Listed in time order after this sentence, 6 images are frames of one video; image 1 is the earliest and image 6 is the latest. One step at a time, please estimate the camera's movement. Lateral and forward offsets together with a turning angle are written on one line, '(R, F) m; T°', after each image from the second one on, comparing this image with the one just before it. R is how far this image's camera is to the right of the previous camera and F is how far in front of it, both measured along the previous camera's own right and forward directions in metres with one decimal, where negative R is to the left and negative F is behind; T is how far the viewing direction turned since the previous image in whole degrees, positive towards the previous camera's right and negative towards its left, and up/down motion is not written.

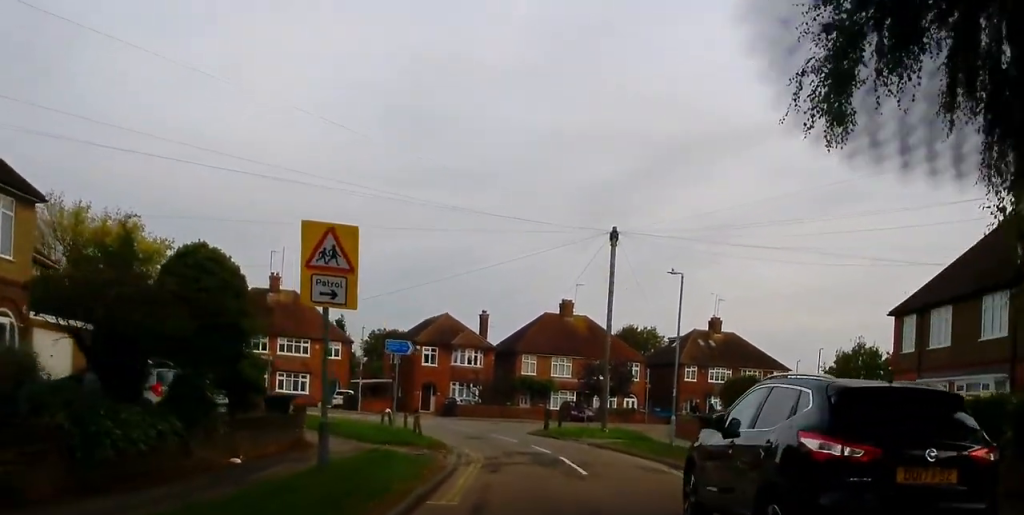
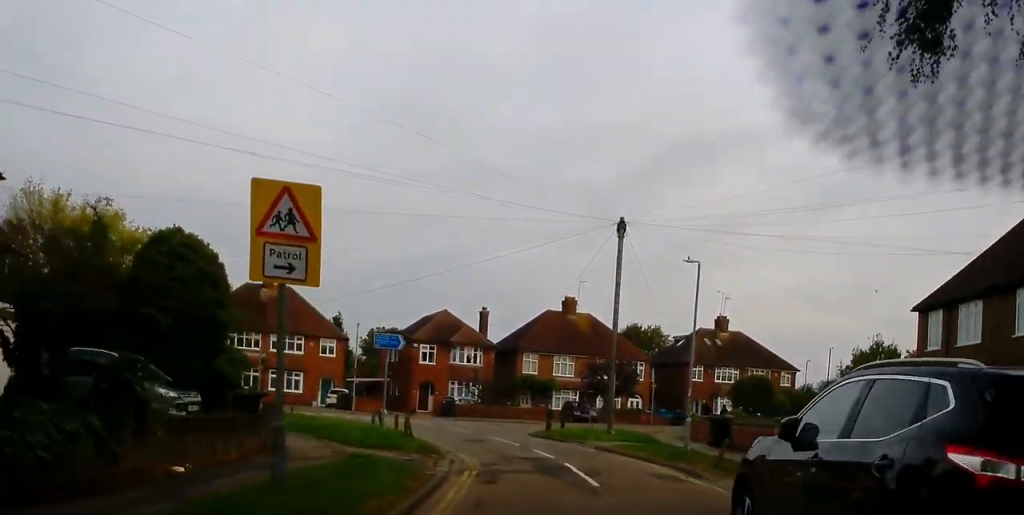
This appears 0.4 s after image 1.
(0.0, +1.9) m; 0°
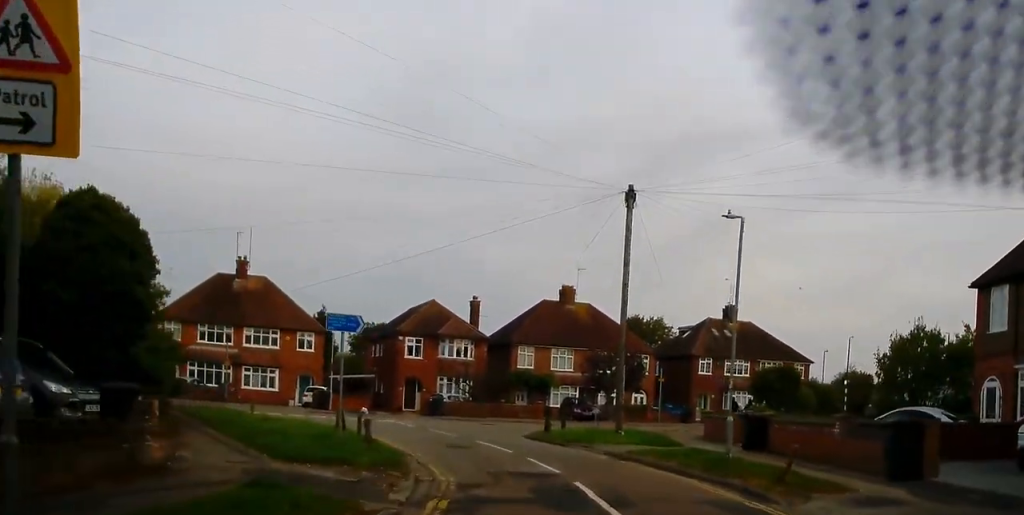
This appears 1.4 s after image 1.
(0.0, +4.6) m; 0°
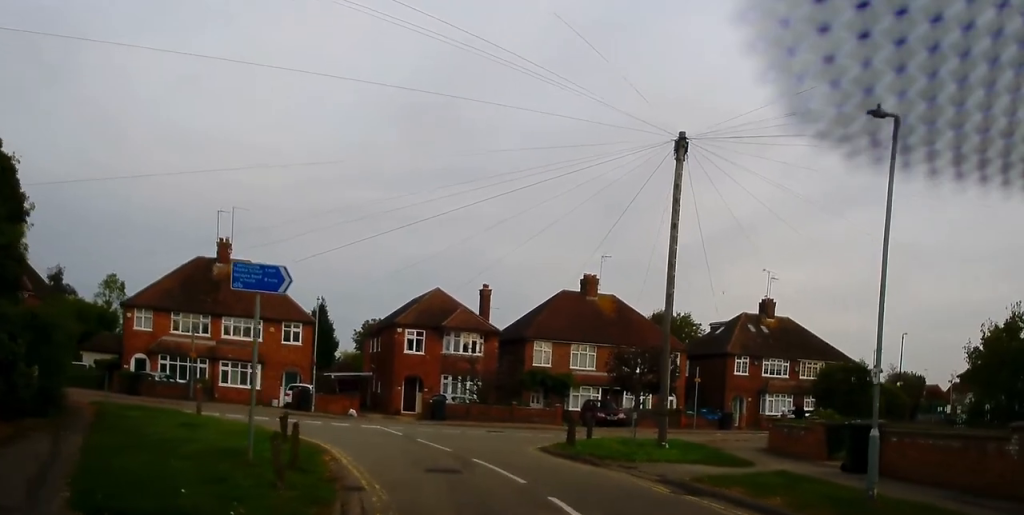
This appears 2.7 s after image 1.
(-0.2, +6.5) m; -4°
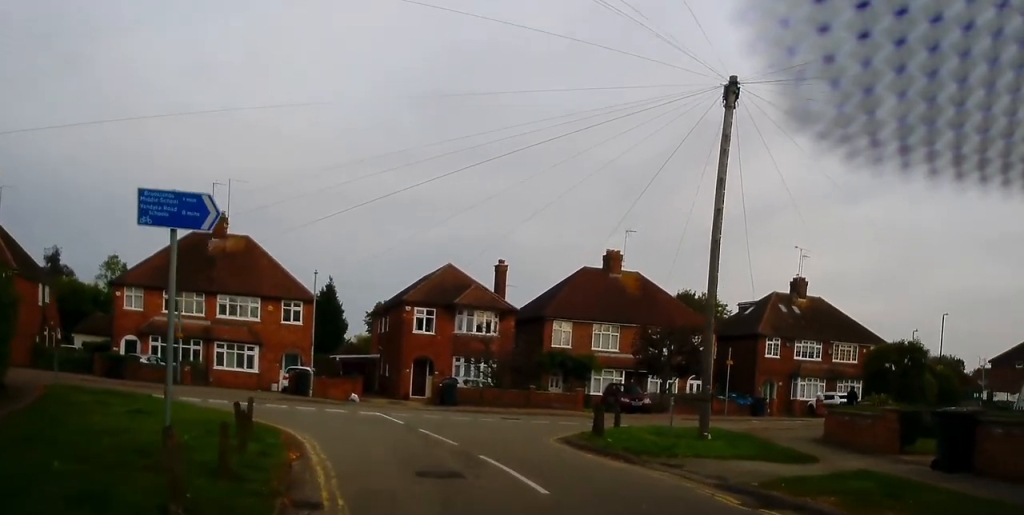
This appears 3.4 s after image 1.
(-0.1, +3.2) m; -1°
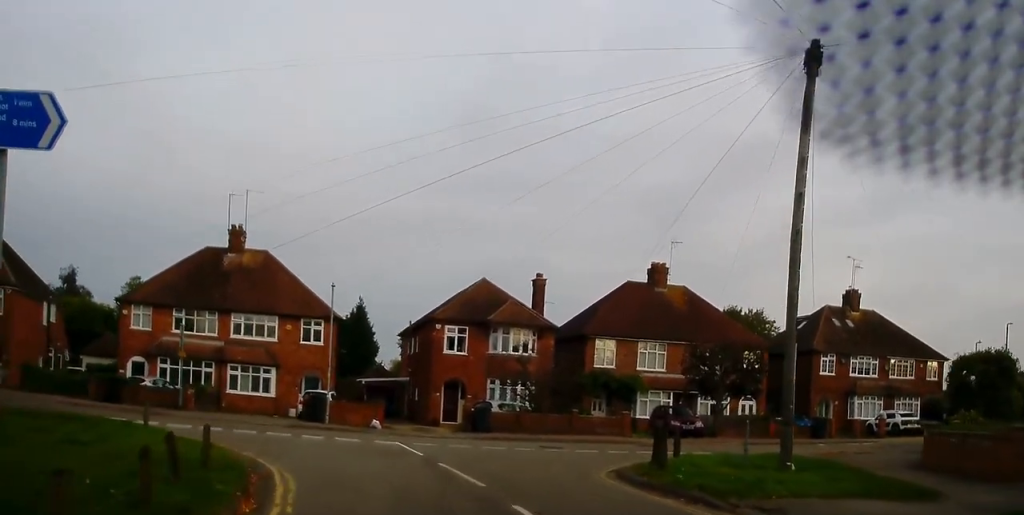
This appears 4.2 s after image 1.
(+0.2, +3.5) m; 0°
